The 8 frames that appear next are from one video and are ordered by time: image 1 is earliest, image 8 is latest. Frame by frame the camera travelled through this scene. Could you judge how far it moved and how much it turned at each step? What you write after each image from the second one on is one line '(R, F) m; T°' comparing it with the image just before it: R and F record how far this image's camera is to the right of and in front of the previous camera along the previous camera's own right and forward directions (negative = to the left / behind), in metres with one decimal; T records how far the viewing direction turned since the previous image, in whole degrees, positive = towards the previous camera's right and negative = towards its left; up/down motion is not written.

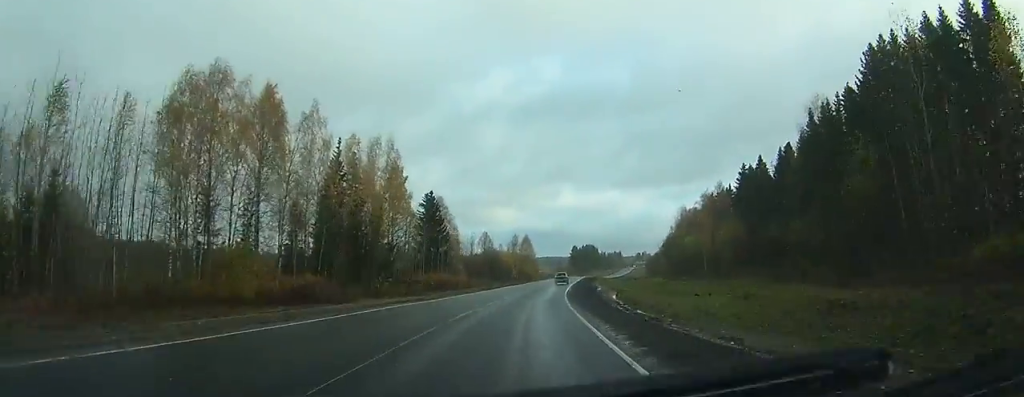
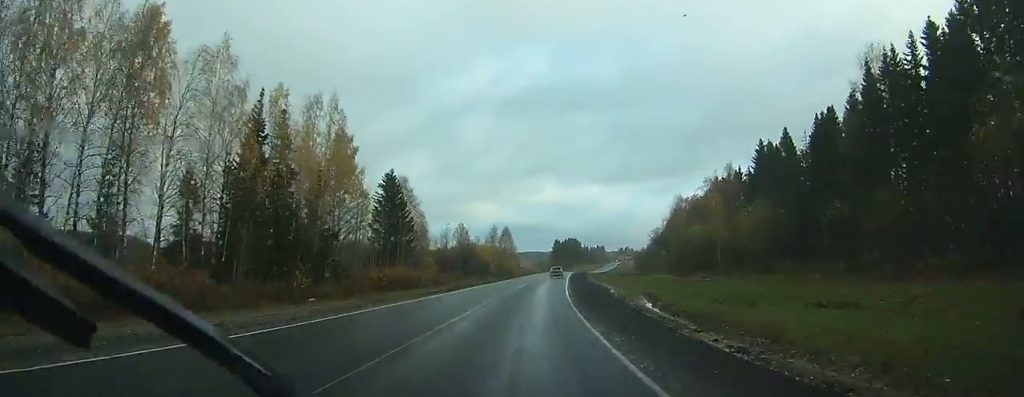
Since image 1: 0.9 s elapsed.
(+0.5, +18.4) m; +2°
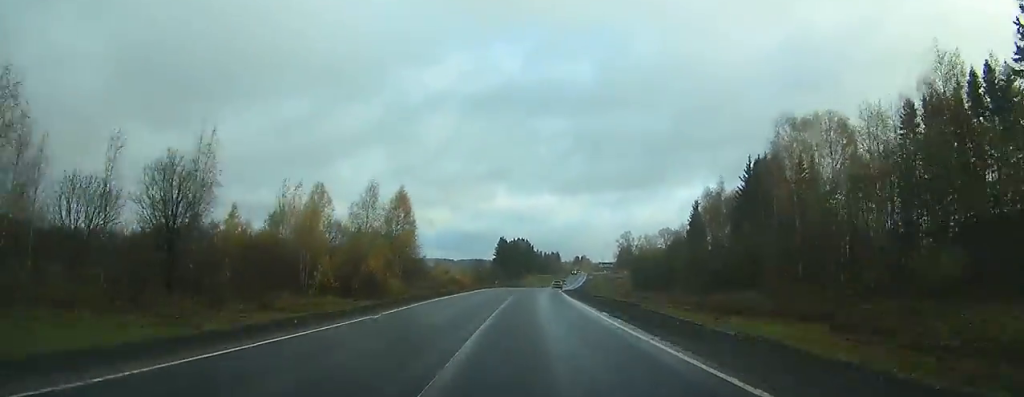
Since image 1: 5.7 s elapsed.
(+6.2, +103.2) m; +6°
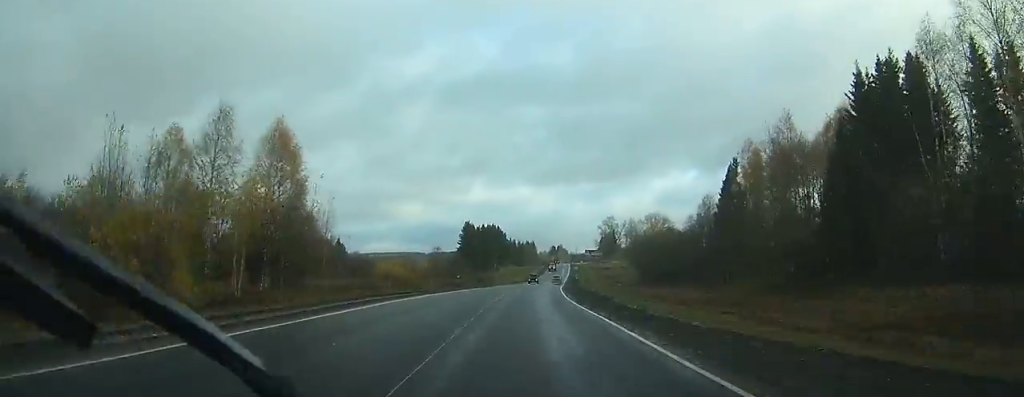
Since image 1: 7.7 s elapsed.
(+0.6, +41.5) m; +2°
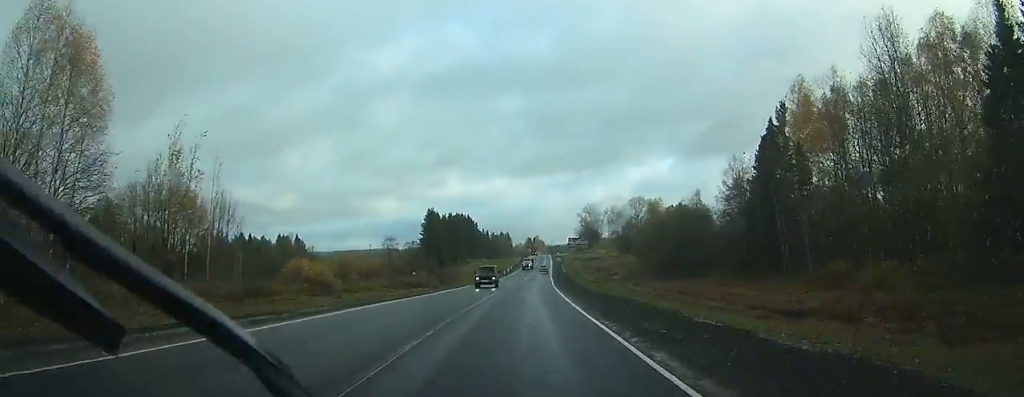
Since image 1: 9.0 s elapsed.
(+0.7, +29.0) m; +2°
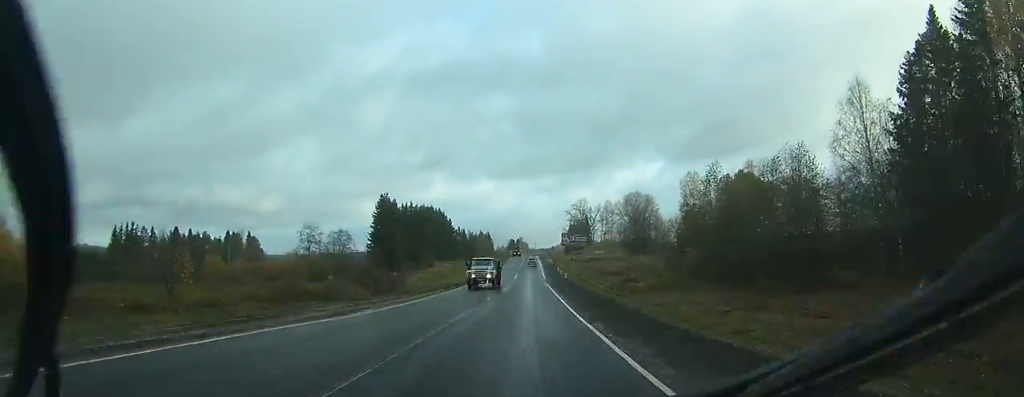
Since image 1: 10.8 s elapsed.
(+0.8, +39.6) m; +2°
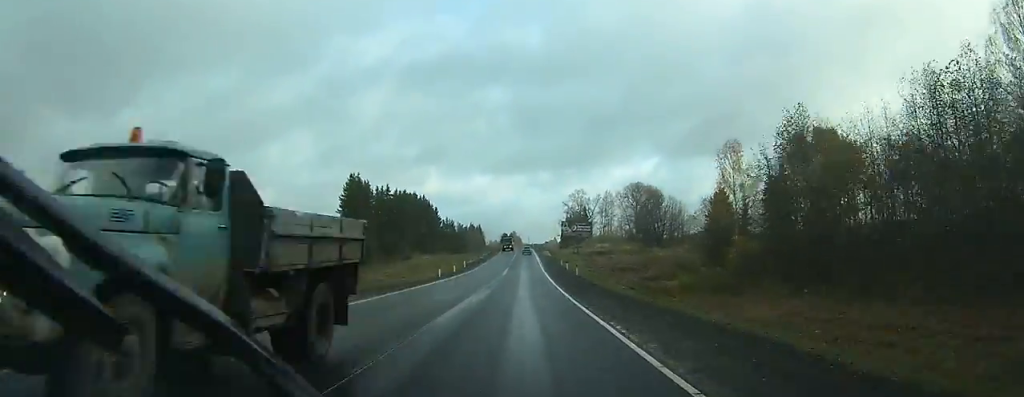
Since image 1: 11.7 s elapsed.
(+0.2, +20.6) m; +1°
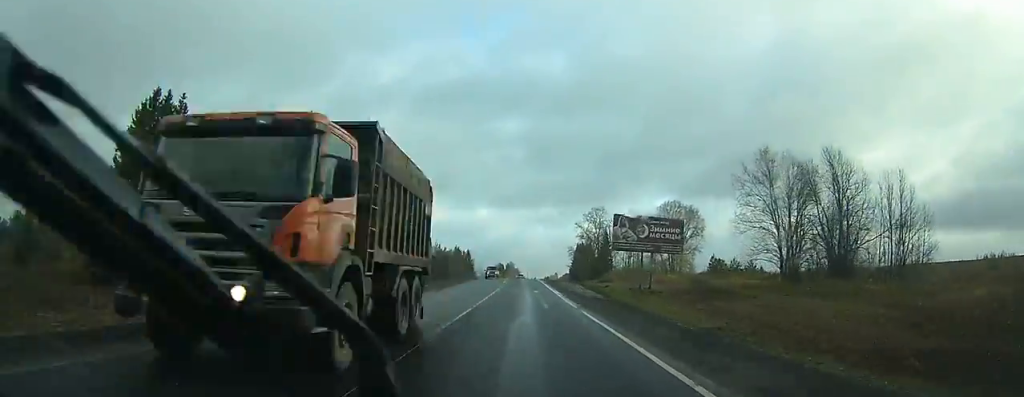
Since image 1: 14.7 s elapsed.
(-0.2, +66.9) m; 0°
